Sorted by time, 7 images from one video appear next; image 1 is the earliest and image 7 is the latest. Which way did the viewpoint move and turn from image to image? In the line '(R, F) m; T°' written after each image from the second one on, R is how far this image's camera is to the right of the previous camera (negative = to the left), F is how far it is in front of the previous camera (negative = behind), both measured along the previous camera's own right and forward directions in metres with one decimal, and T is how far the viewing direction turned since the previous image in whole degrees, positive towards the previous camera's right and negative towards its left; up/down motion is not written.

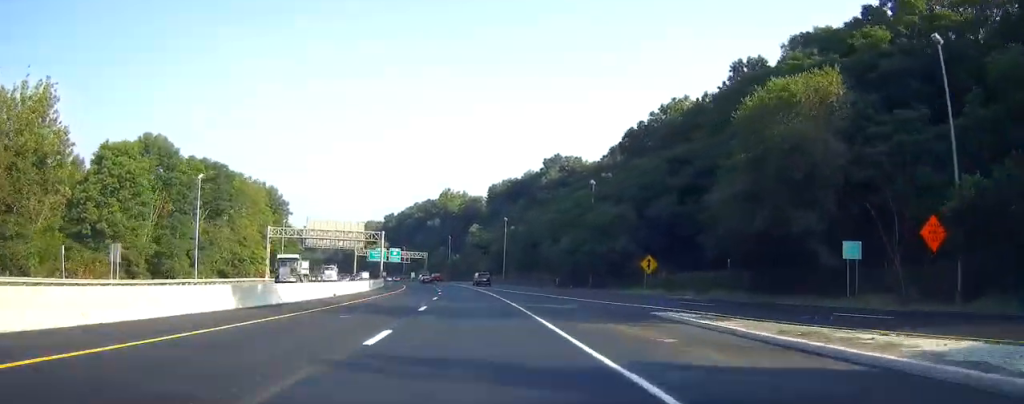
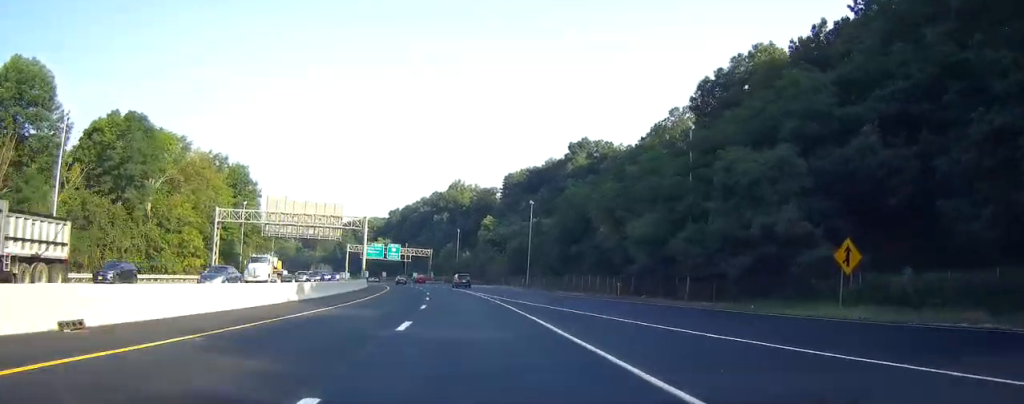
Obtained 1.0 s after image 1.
(+0.3, +33.8) m; +1°
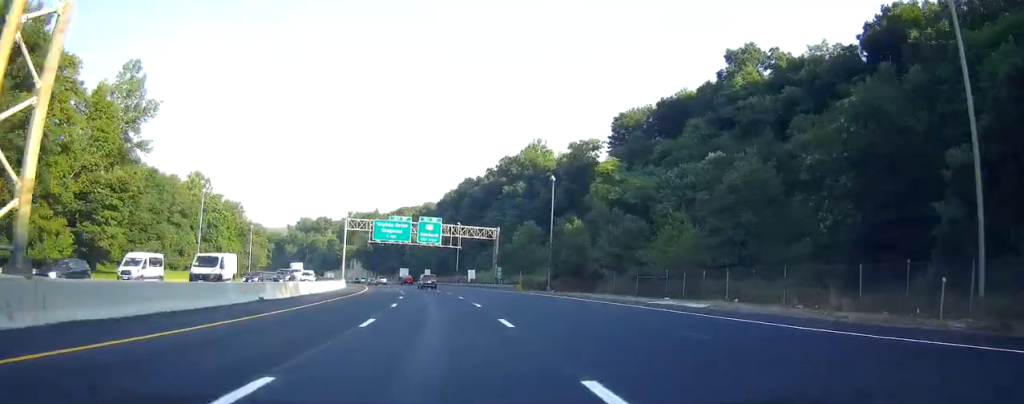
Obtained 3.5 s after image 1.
(-4.0, +84.9) m; -8°
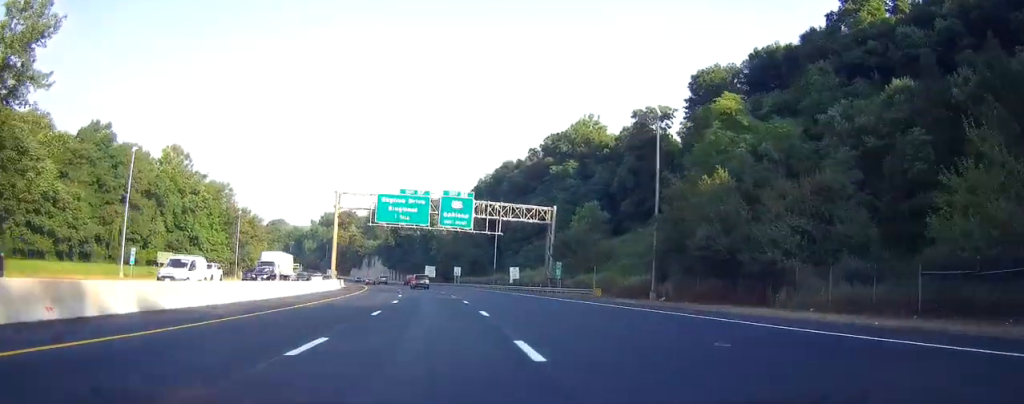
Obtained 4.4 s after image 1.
(-1.0, +31.0) m; -4°
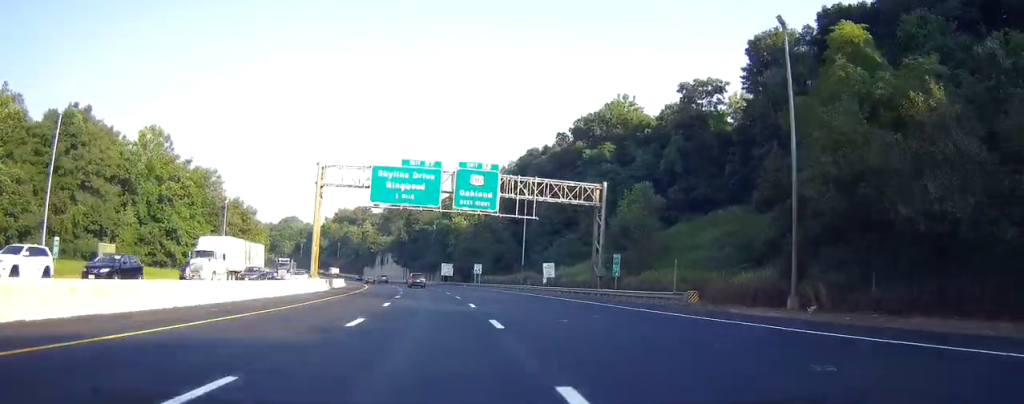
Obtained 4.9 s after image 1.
(0.0, +17.6) m; -2°
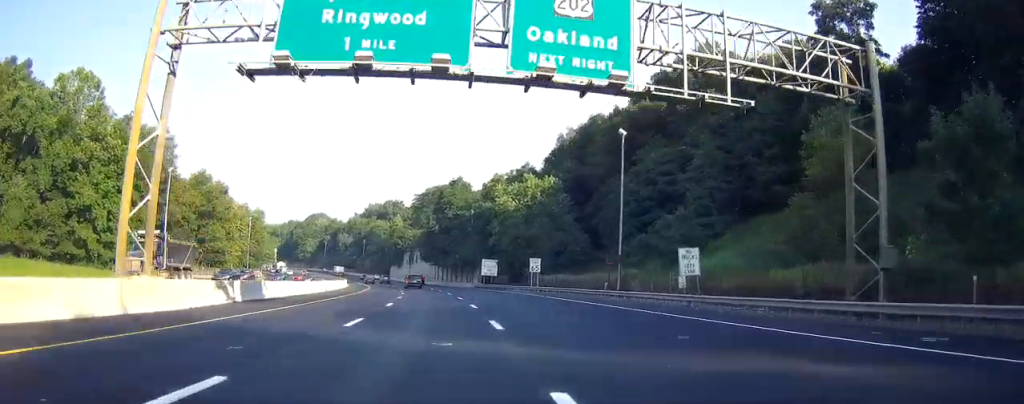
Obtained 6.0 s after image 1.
(-1.5, +36.0) m; -4°
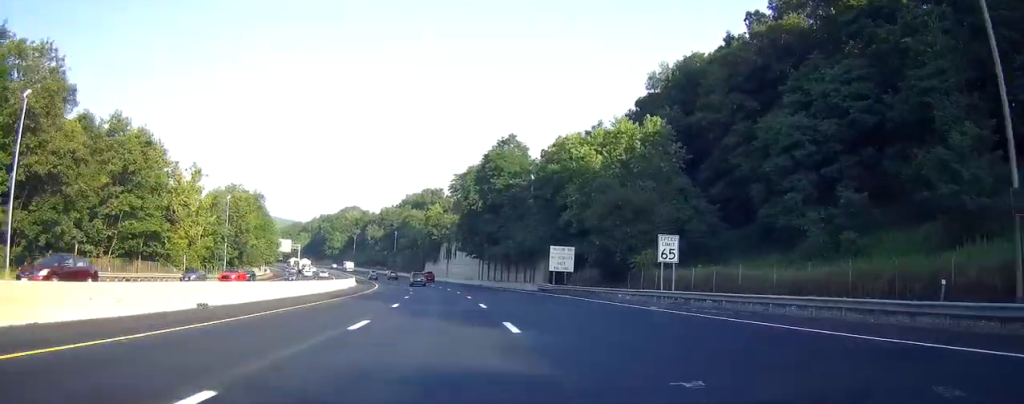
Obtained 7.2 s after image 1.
(-1.5, +36.9) m; -5°
